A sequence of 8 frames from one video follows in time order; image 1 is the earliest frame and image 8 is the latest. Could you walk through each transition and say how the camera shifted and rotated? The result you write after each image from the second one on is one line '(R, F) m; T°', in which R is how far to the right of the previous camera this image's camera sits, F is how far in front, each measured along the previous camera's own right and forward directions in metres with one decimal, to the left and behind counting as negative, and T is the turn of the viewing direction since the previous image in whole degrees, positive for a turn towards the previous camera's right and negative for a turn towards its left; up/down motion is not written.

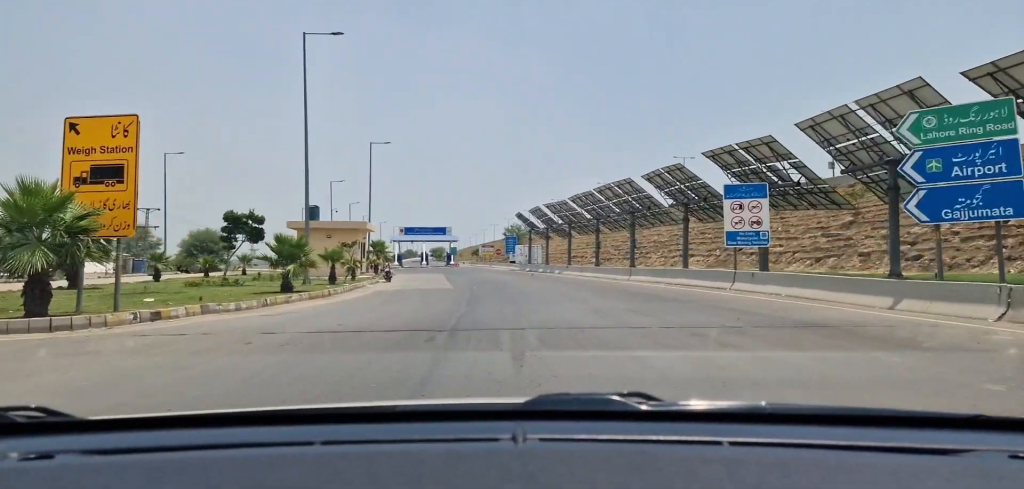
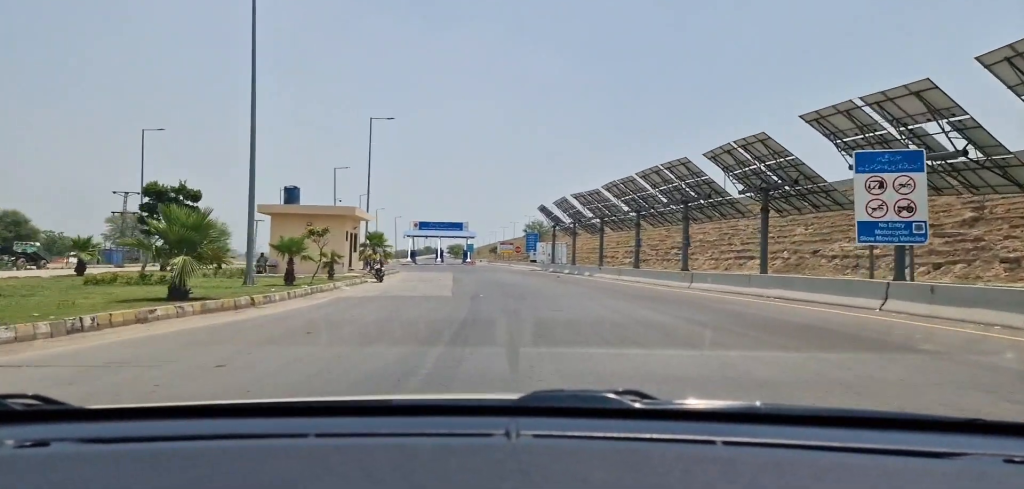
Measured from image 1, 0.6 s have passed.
(-0.3, +9.2) m; -2°
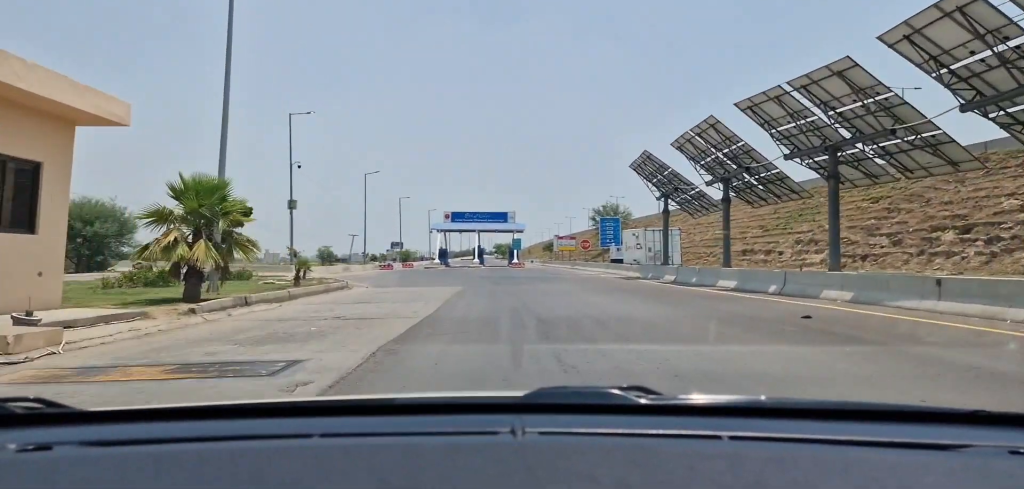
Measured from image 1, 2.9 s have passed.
(-1.5, +33.2) m; -6°
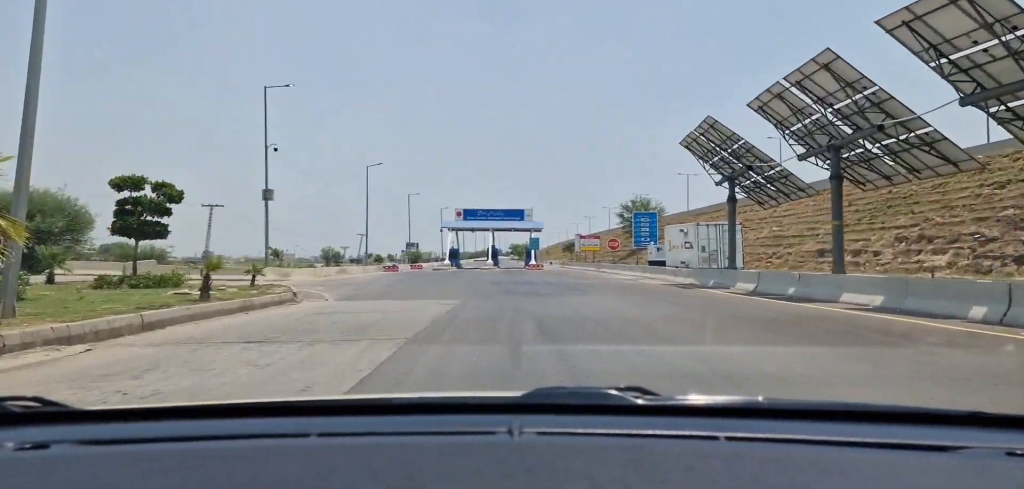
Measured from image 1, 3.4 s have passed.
(-0.2, +8.3) m; -1°
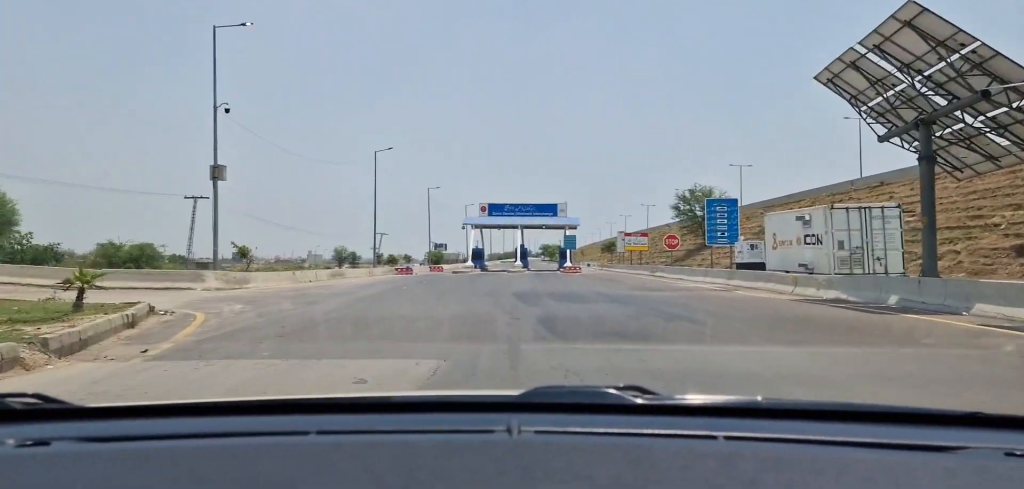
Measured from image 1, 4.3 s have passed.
(-0.2, +11.6) m; -1°
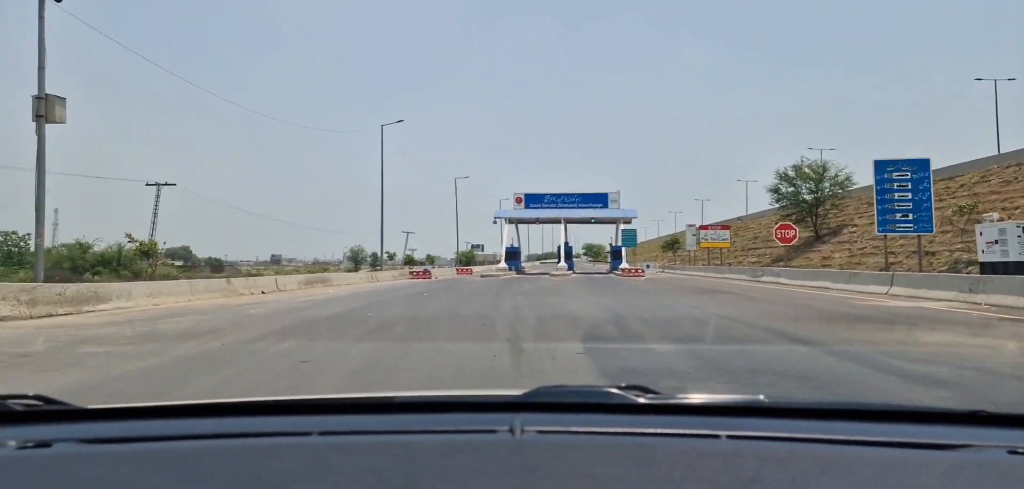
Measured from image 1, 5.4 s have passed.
(+0.1, +14.2) m; -3°
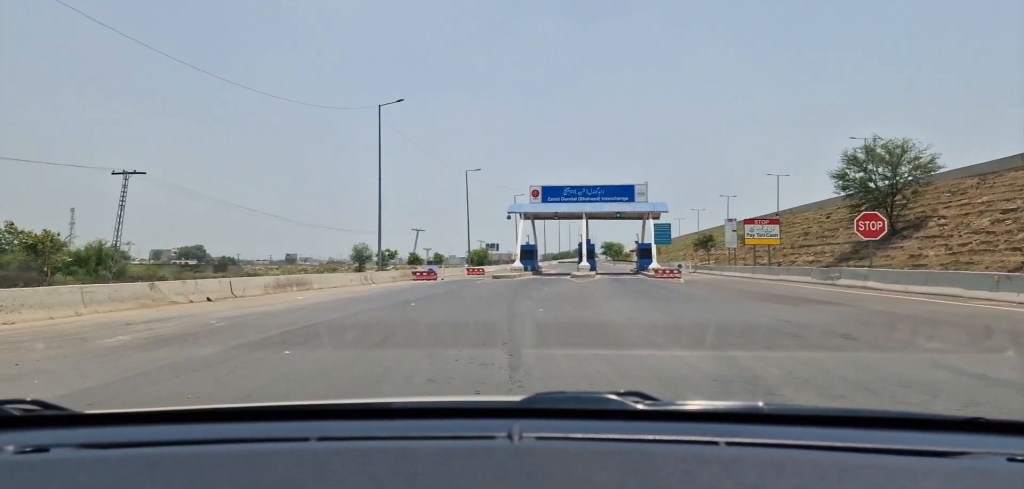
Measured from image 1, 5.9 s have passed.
(-0.4, +7.0) m; -2°
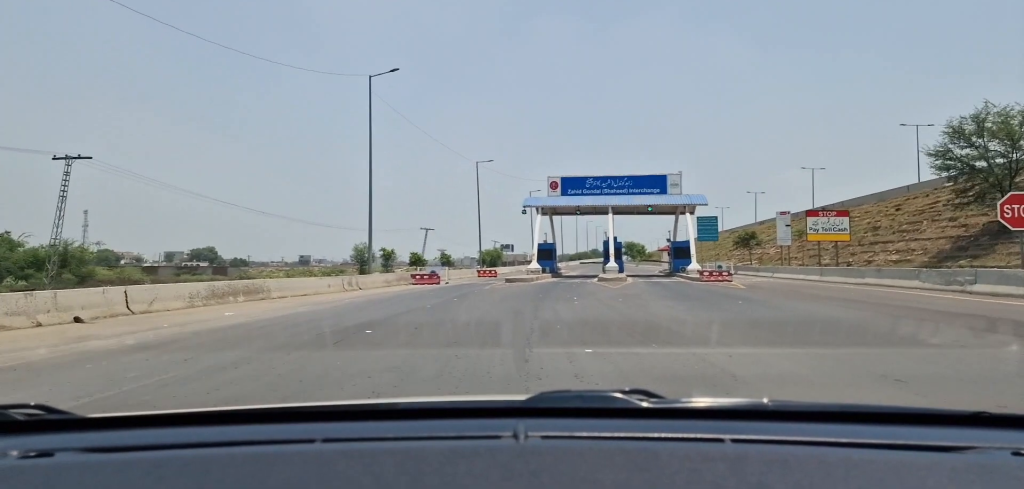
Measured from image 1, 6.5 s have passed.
(0.0, +7.3) m; -1°
